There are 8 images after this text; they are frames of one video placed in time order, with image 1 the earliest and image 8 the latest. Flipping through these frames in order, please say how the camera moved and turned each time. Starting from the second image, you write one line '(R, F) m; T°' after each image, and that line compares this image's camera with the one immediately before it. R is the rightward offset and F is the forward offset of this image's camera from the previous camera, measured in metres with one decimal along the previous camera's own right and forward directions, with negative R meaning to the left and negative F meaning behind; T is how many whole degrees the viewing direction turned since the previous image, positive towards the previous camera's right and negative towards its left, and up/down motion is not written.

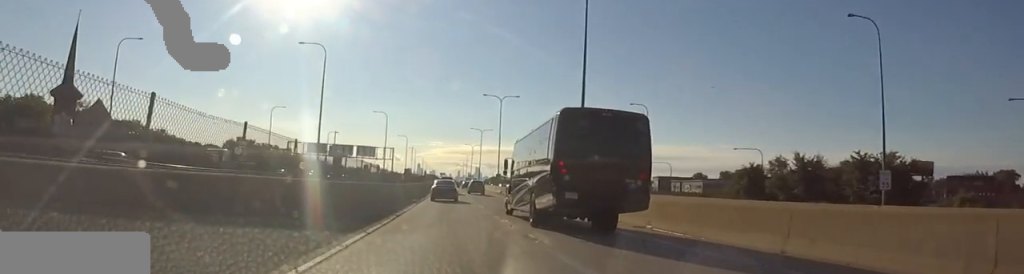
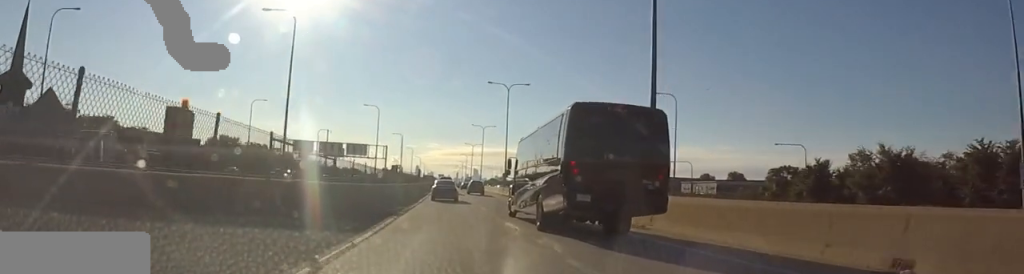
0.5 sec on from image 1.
(+0.2, +13.4) m; 0°
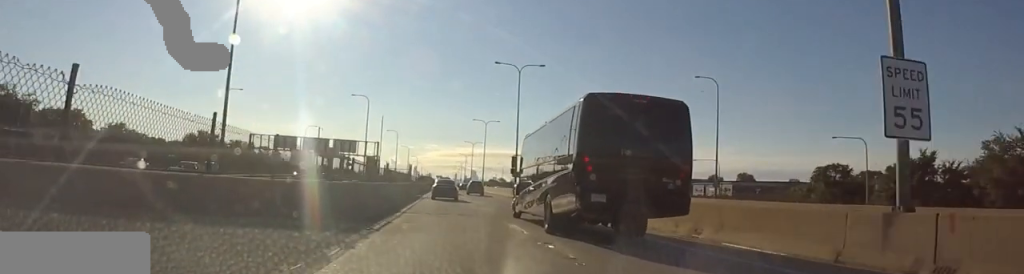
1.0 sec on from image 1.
(-0.7, +14.3) m; -1°
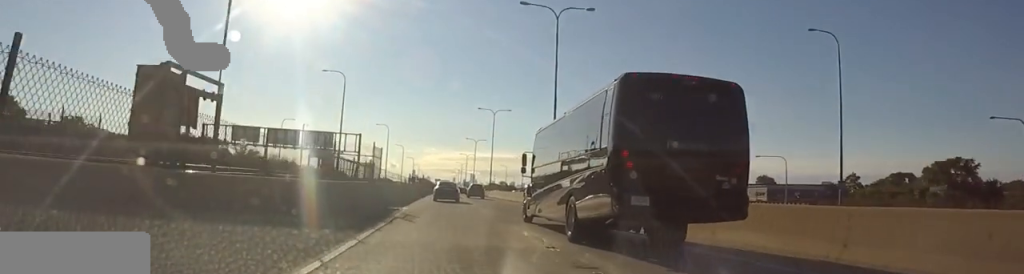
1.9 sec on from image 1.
(0.0, +24.8) m; 0°
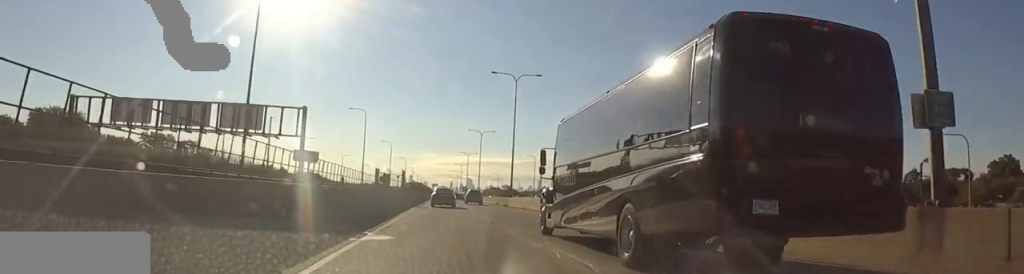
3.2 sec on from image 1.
(-0.4, +37.6) m; 0°
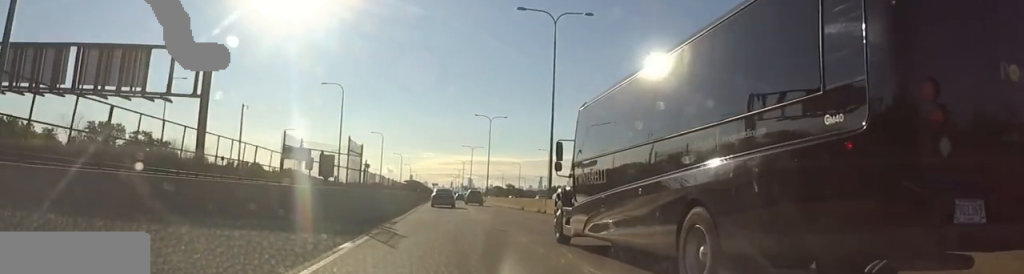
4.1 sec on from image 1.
(+0.7, +25.9) m; +1°
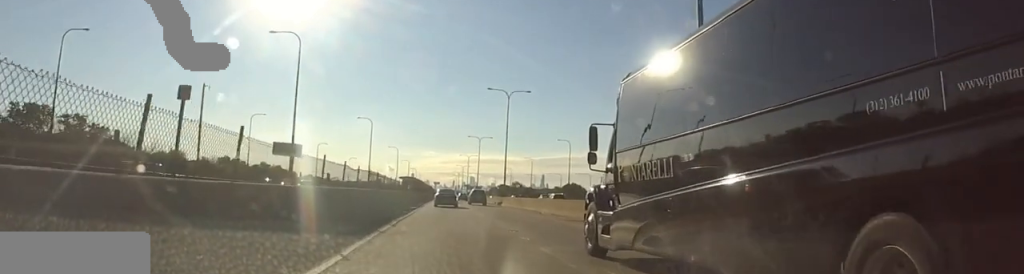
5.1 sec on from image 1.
(0.0, +27.9) m; -1°
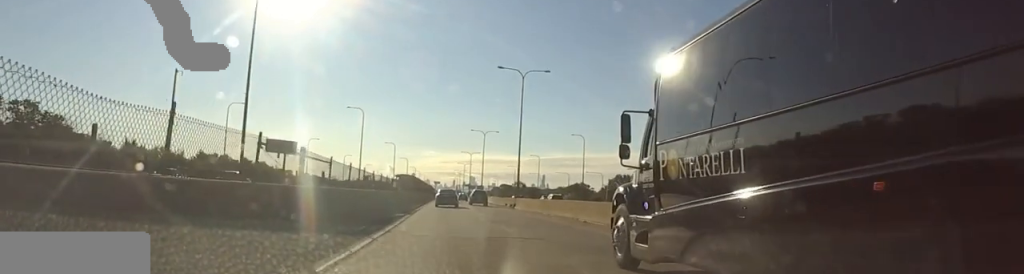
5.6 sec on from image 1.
(-0.1, +14.6) m; 0°
